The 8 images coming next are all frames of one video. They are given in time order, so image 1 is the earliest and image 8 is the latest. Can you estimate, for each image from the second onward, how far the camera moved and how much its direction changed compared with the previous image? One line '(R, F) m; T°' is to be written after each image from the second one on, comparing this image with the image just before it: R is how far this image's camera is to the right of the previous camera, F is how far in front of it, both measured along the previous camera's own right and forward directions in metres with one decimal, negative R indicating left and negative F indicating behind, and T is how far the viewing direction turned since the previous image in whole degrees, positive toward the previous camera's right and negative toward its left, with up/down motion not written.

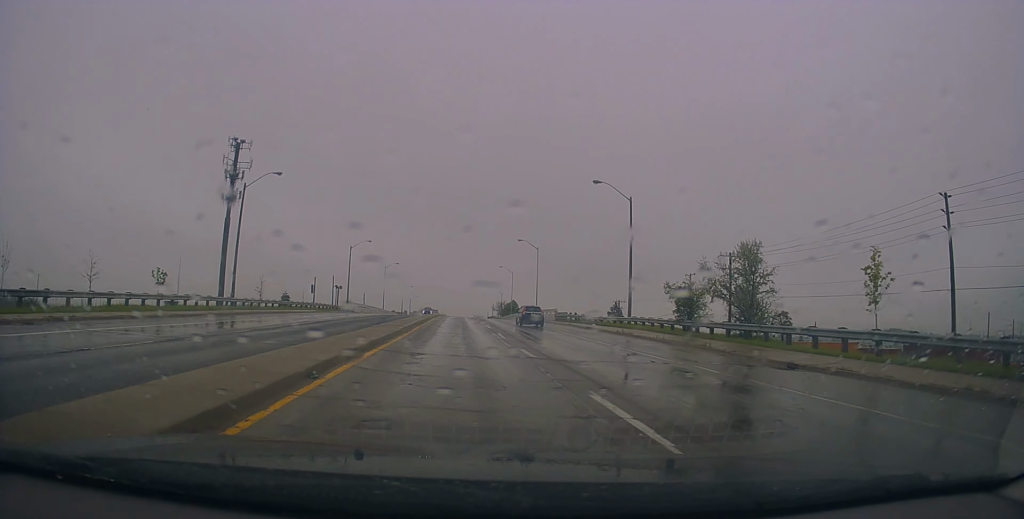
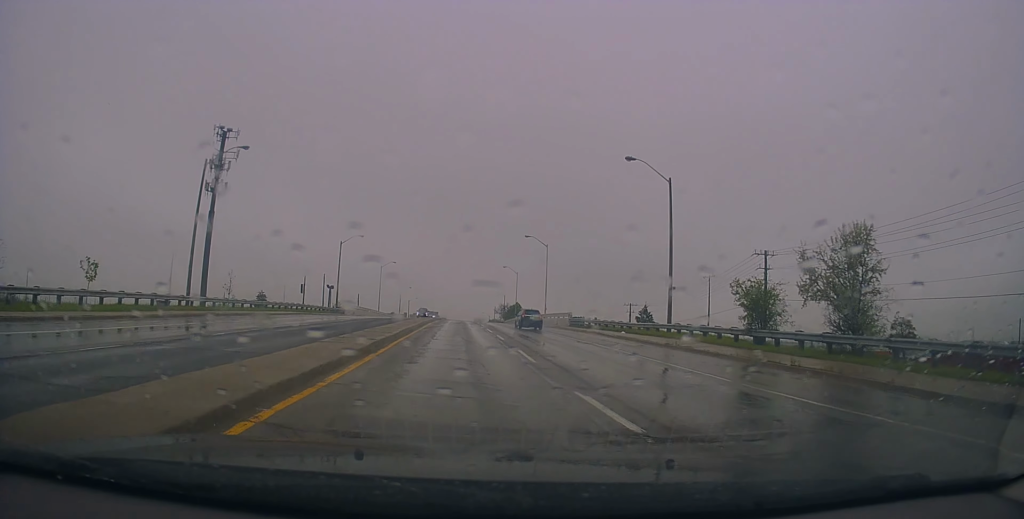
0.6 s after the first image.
(-0.4, +8.3) m; 0°
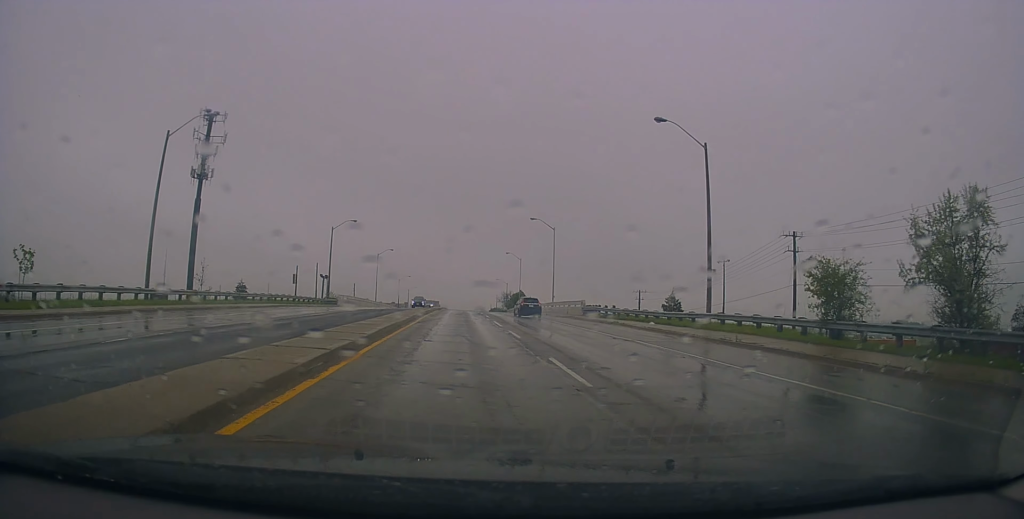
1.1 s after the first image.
(0.0, +5.8) m; 0°
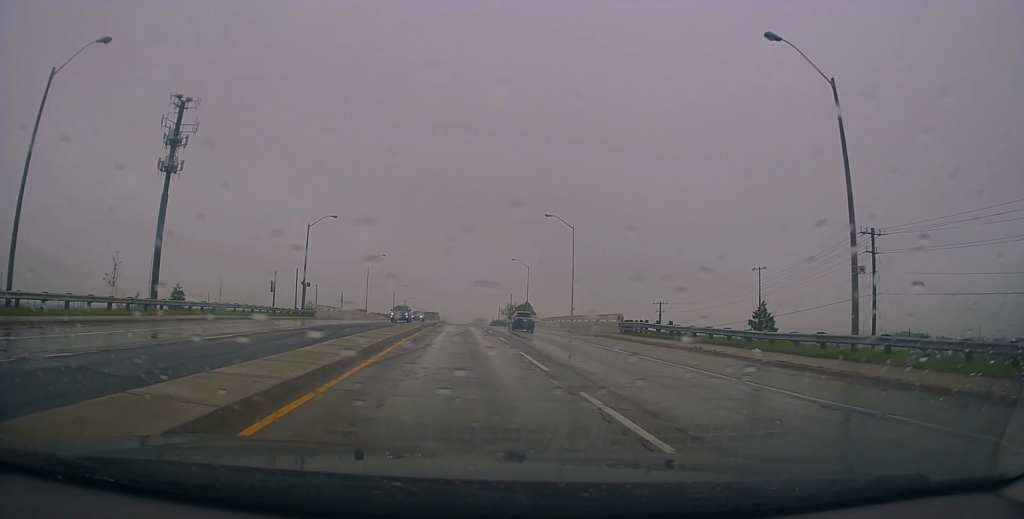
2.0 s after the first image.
(+0.5, +12.9) m; 0°
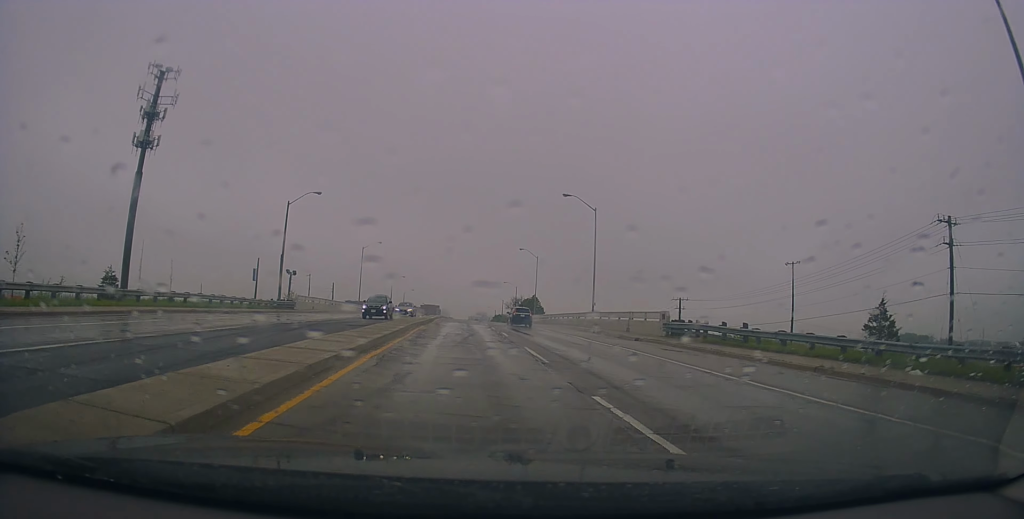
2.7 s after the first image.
(-0.4, +9.1) m; 0°
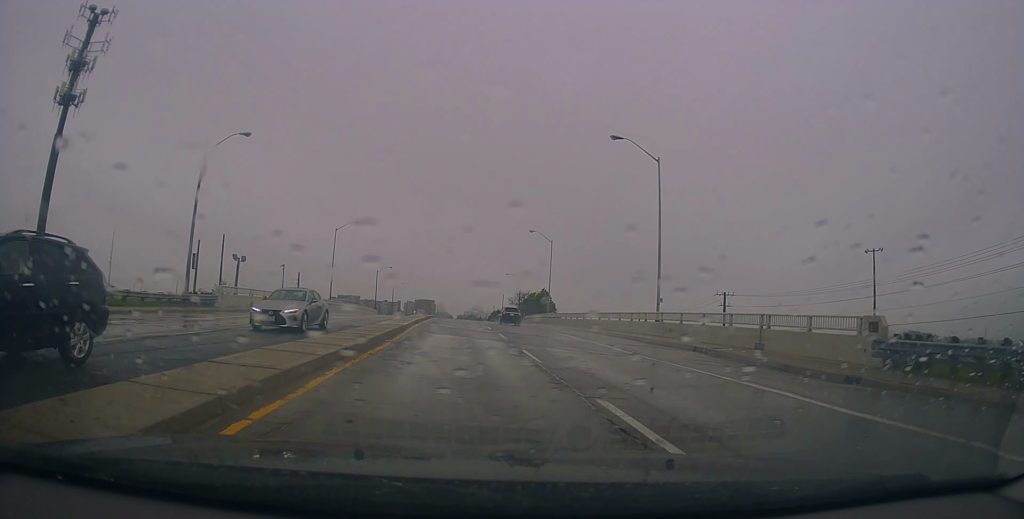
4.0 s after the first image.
(+0.6, +18.5) m; +2°
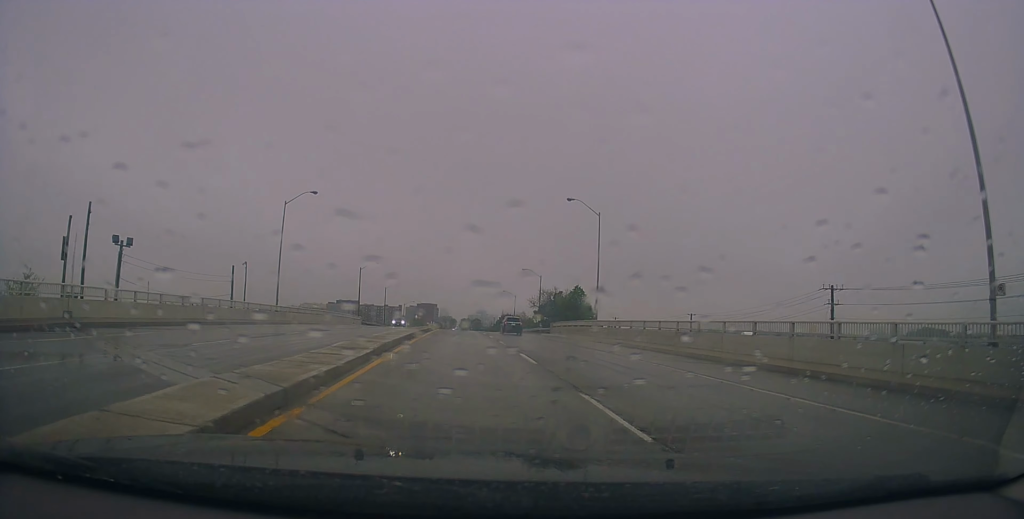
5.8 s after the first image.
(-0.8, +24.9) m; -3°
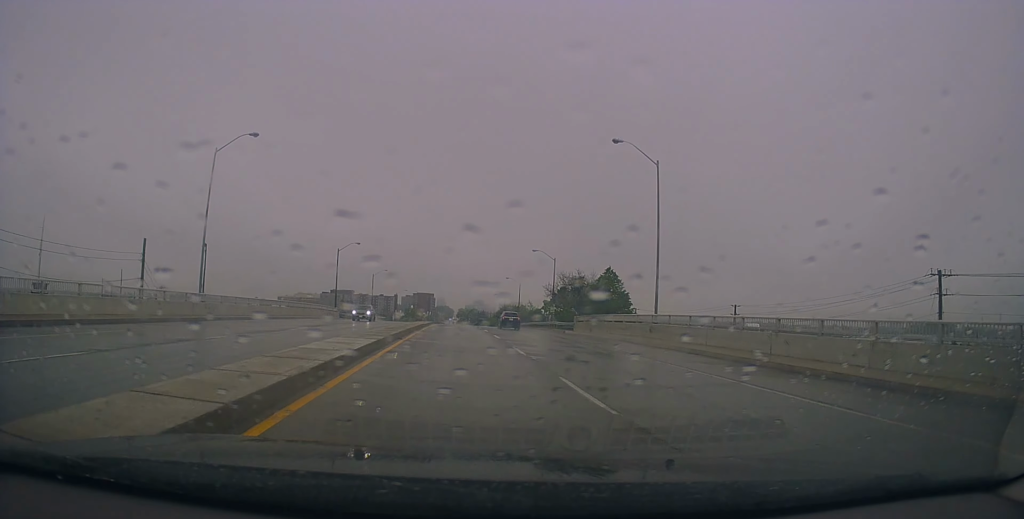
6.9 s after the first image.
(+0.1, +16.8) m; +1°
